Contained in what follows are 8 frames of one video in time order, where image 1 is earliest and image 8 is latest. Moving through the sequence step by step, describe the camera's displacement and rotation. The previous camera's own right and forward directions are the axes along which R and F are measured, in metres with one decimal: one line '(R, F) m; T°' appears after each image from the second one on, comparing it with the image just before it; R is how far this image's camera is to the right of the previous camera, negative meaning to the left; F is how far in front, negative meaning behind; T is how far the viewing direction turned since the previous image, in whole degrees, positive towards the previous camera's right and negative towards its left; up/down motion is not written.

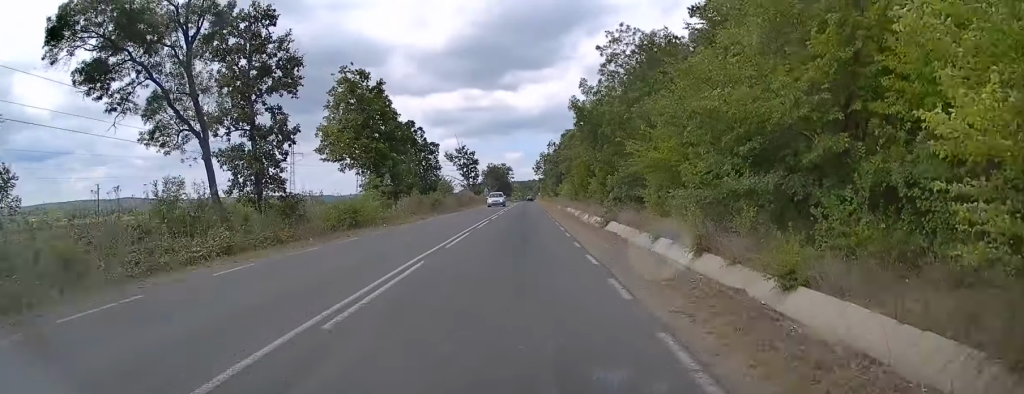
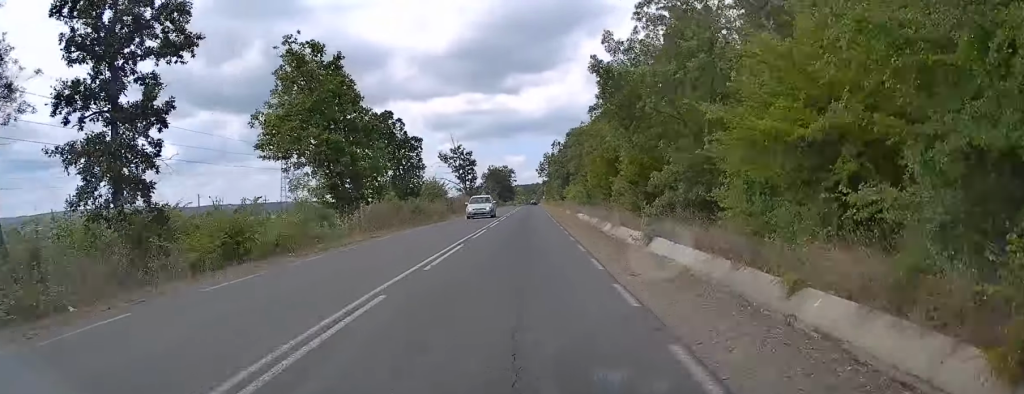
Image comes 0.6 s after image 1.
(0.0, +12.1) m; 0°
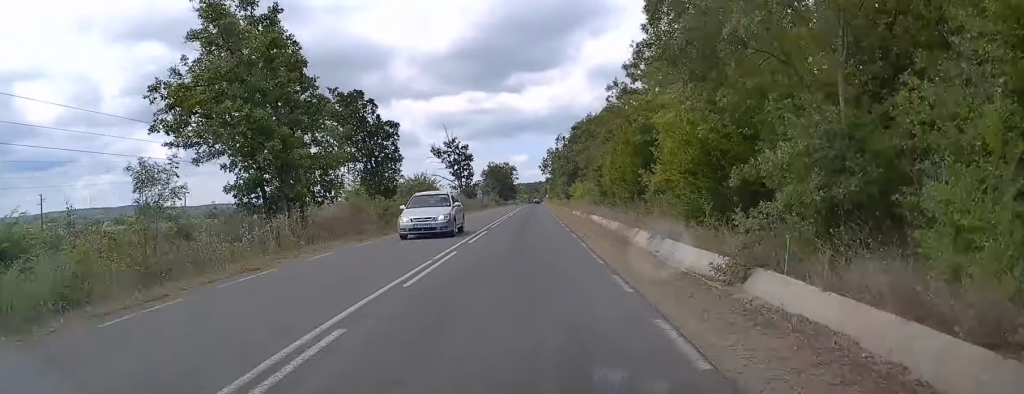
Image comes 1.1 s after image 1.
(0.0, +10.9) m; 0°
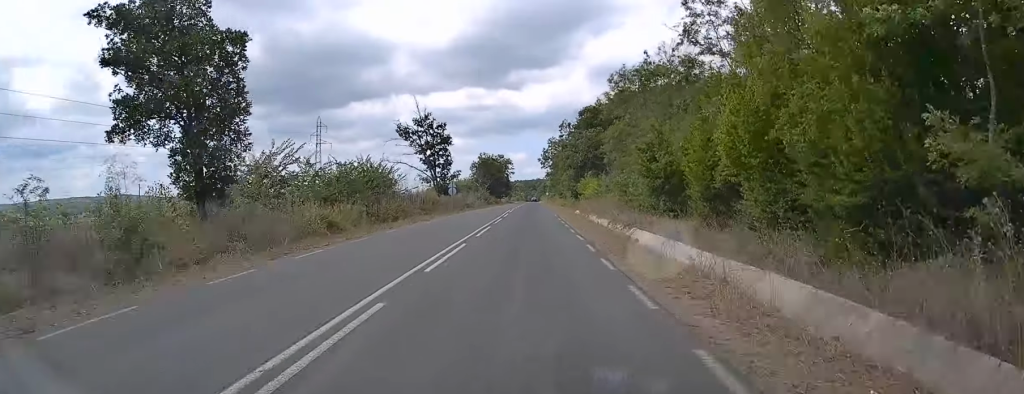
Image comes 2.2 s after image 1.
(+0.1, +25.3) m; 0°
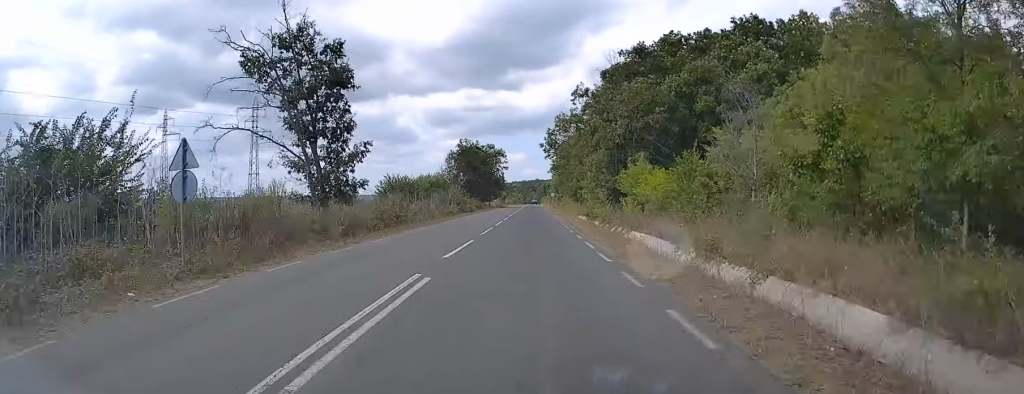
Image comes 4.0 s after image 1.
(-0.1, +42.1) m; 0°
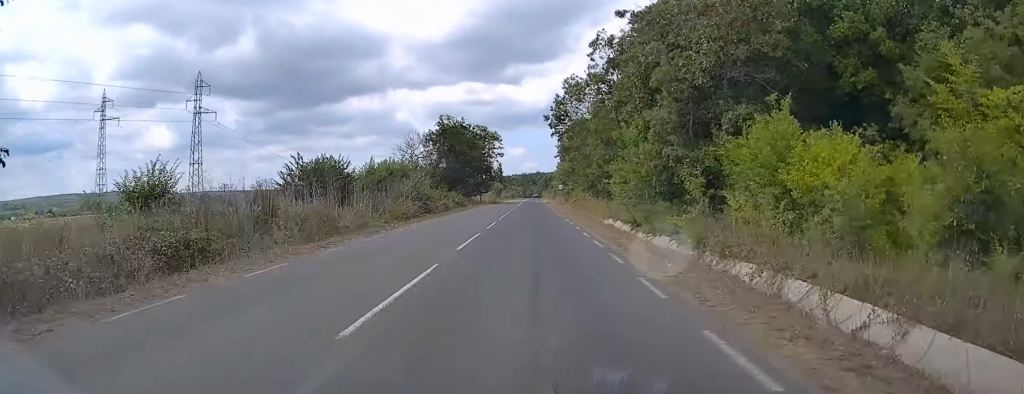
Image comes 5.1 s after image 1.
(+0.2, +25.5) m; 0°
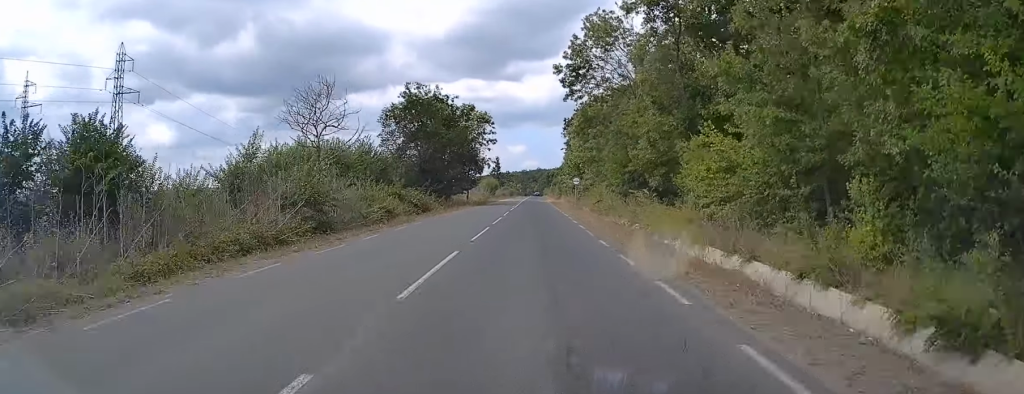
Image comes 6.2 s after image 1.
(0.0, +24.8) m; 0°
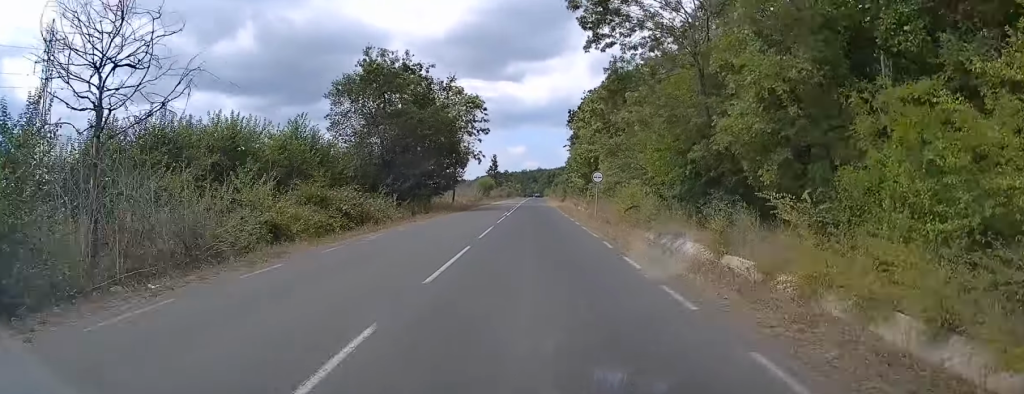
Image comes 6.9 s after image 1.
(0.0, +16.3) m; 0°
